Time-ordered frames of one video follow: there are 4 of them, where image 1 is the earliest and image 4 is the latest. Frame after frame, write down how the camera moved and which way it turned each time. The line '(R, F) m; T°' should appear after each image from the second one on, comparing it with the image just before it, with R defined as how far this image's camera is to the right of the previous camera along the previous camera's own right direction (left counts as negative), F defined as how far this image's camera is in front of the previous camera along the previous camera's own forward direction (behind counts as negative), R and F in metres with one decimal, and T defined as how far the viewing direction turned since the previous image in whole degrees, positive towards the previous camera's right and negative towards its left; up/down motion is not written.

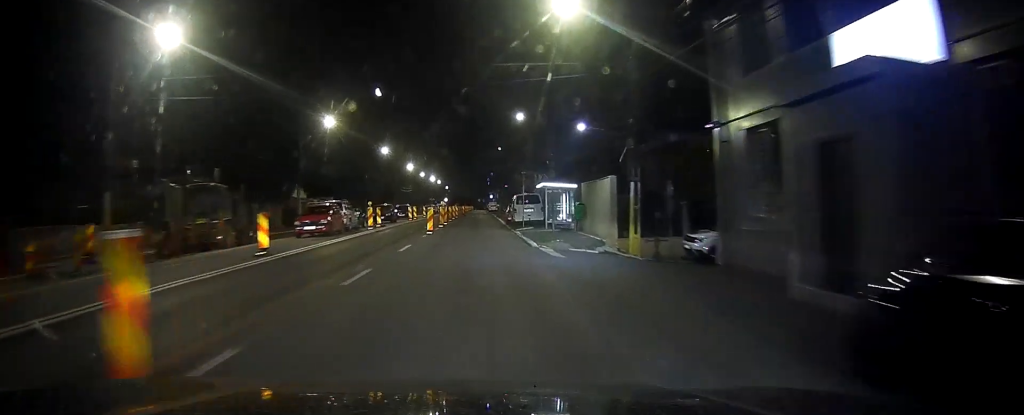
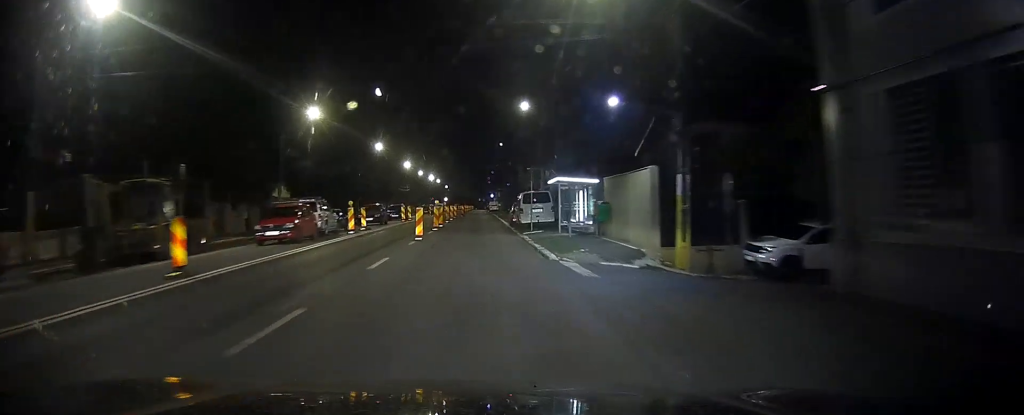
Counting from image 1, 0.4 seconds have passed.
(0.0, +6.0) m; 0°
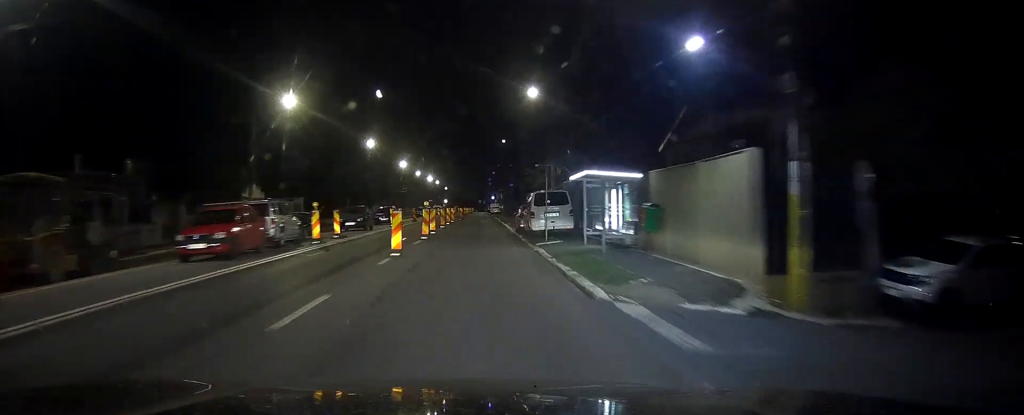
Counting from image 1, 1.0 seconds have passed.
(0.0, +7.4) m; 0°
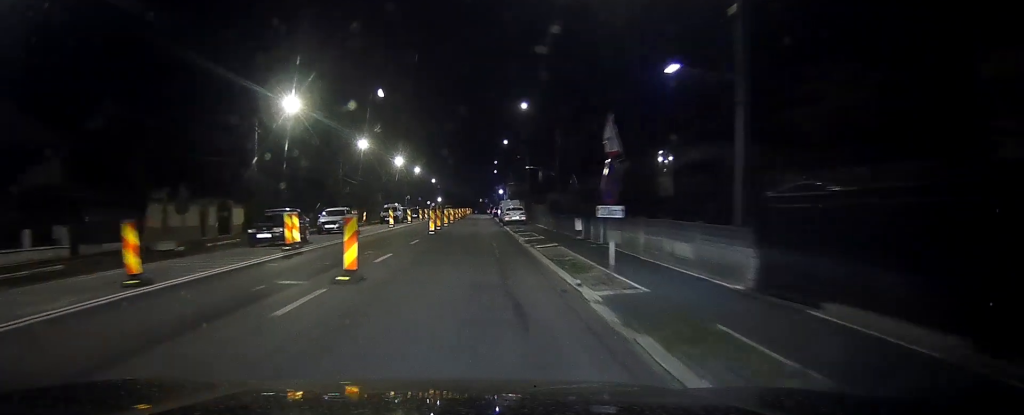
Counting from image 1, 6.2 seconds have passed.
(+0.7, +69.9) m; 0°
